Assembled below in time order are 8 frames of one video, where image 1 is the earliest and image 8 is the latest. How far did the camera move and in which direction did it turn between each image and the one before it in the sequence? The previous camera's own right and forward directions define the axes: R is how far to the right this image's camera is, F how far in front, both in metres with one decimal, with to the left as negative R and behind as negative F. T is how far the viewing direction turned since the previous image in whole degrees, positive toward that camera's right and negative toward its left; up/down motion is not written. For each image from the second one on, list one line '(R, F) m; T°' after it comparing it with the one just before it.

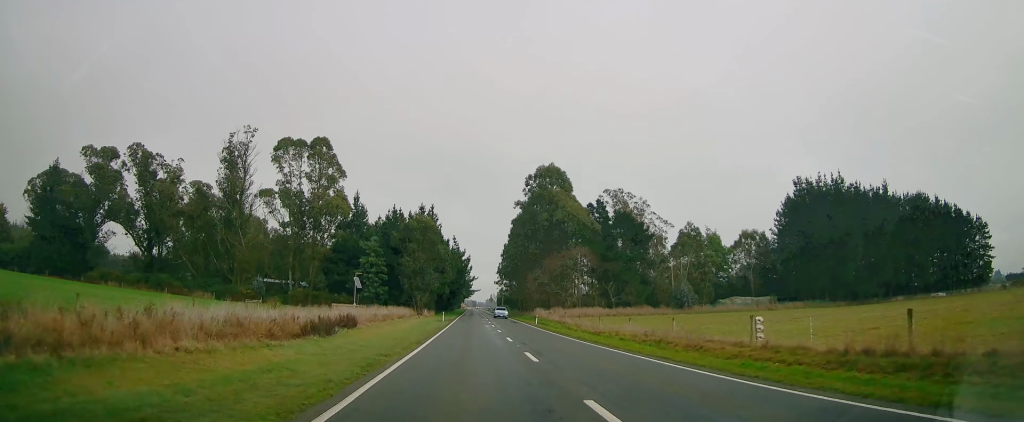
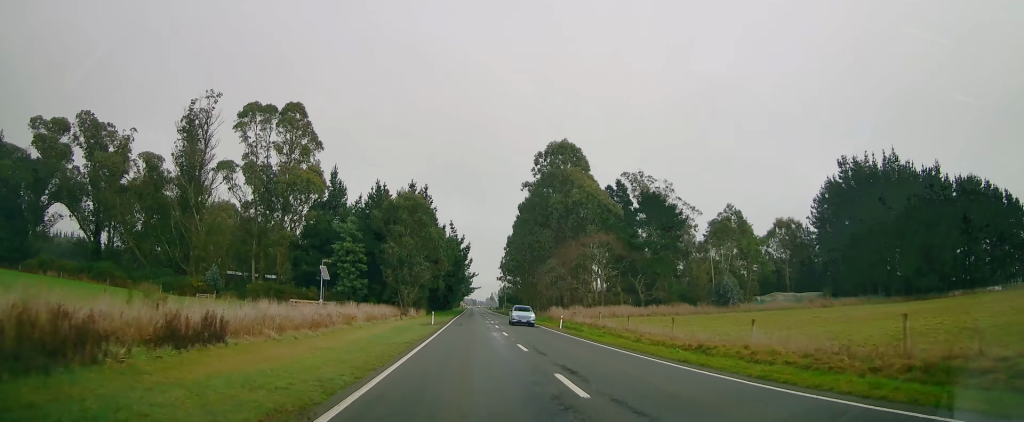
(+0.1, +16.4) m; 0°
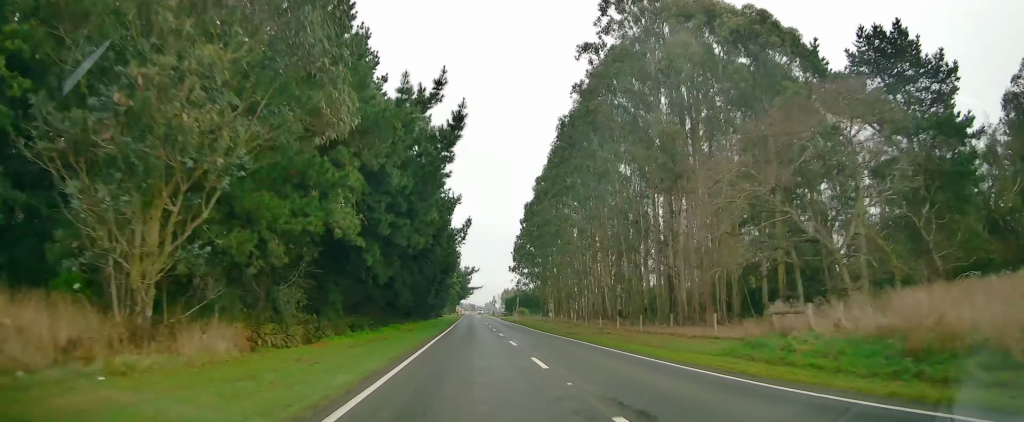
(0.0, +54.1) m; +1°
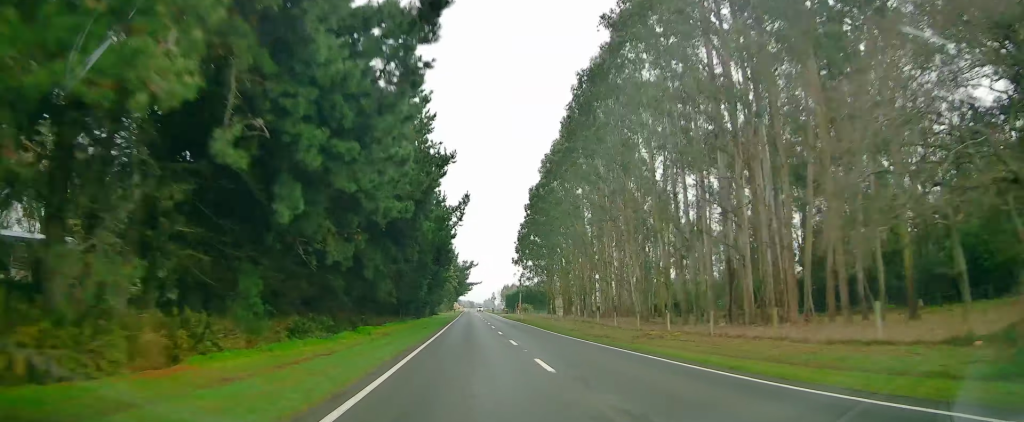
(0.0, +10.7) m; 0°
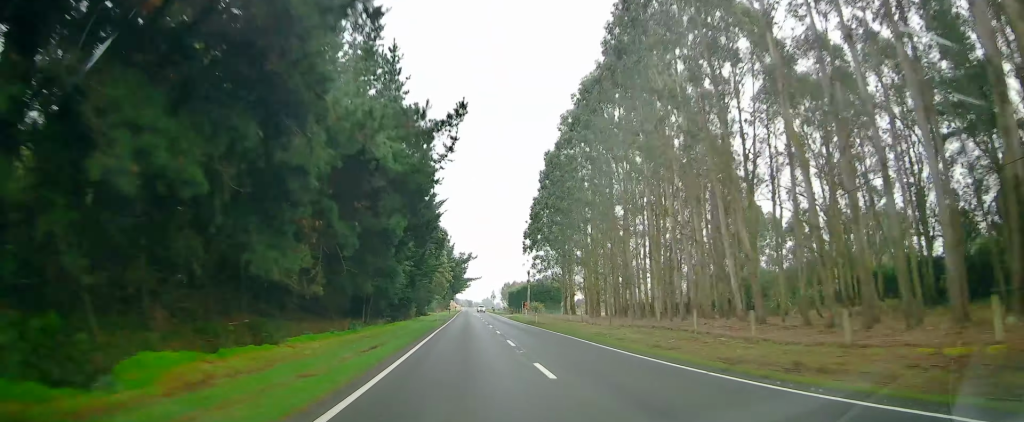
(-0.1, +20.5) m; 0°
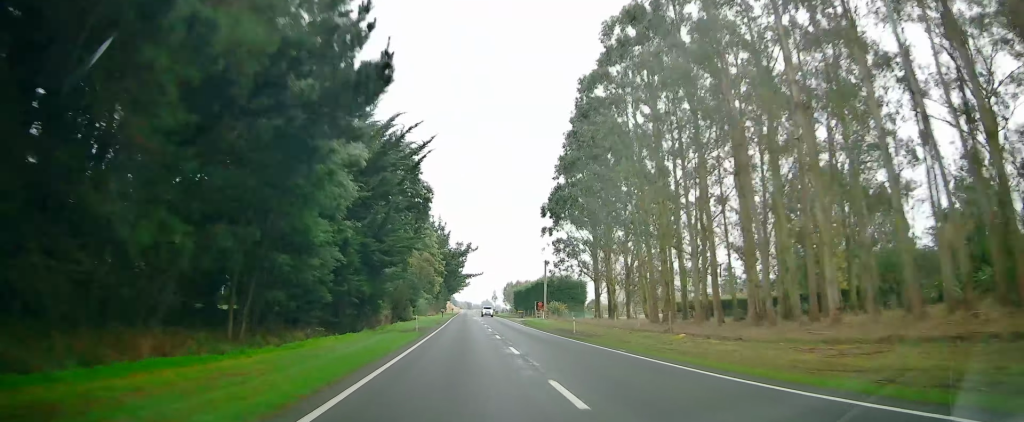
(-0.2, +23.2) m; +1°
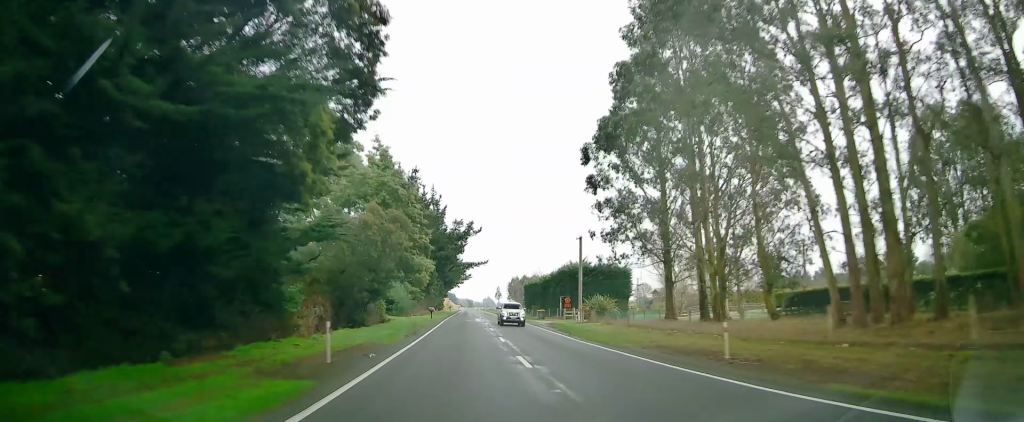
(+0.7, +24.1) m; +1°
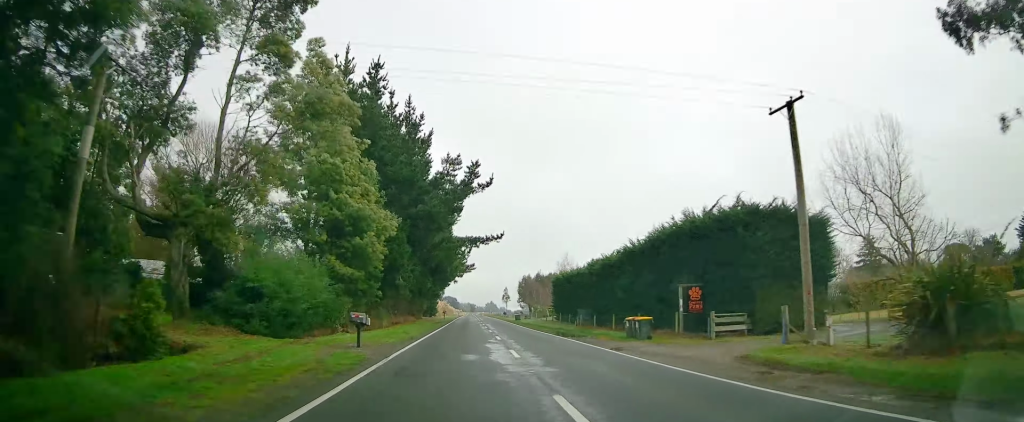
(-0.9, +36.6) m; -2°
